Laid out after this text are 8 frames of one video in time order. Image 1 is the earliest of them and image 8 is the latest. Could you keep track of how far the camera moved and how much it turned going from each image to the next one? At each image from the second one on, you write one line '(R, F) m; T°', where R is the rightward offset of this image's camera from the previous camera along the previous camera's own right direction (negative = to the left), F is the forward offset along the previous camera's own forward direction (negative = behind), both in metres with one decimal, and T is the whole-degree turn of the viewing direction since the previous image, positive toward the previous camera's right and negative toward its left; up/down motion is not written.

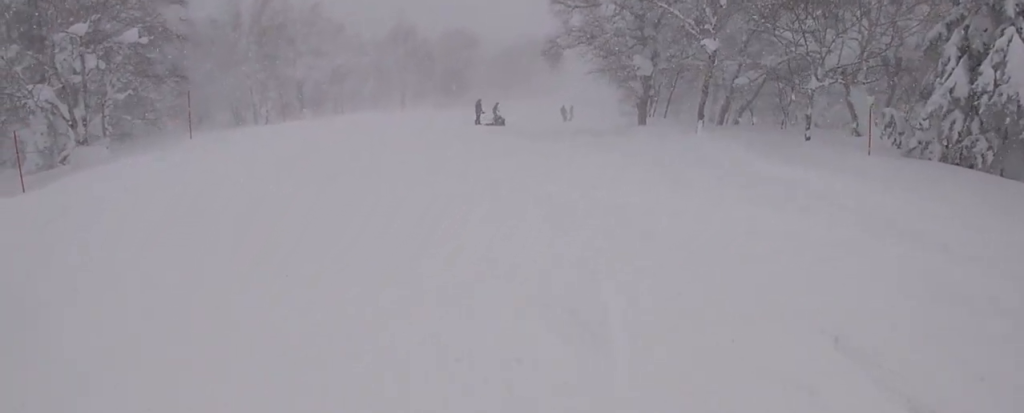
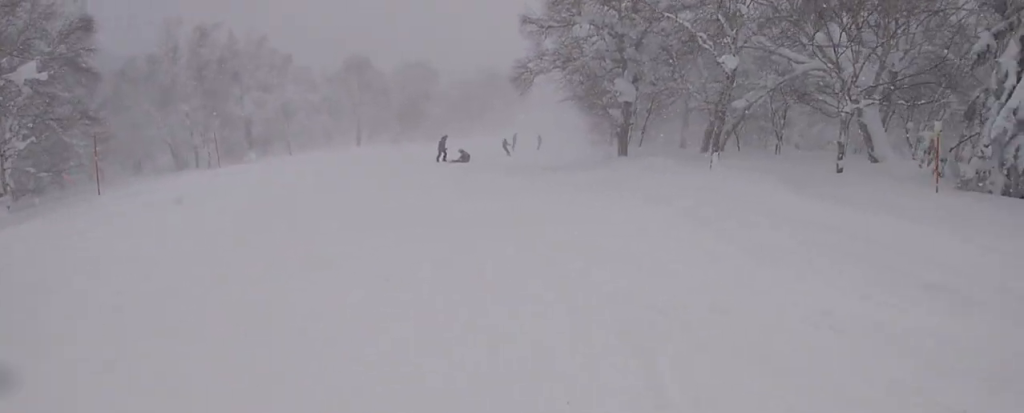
(-0.8, +4.4) m; -6°
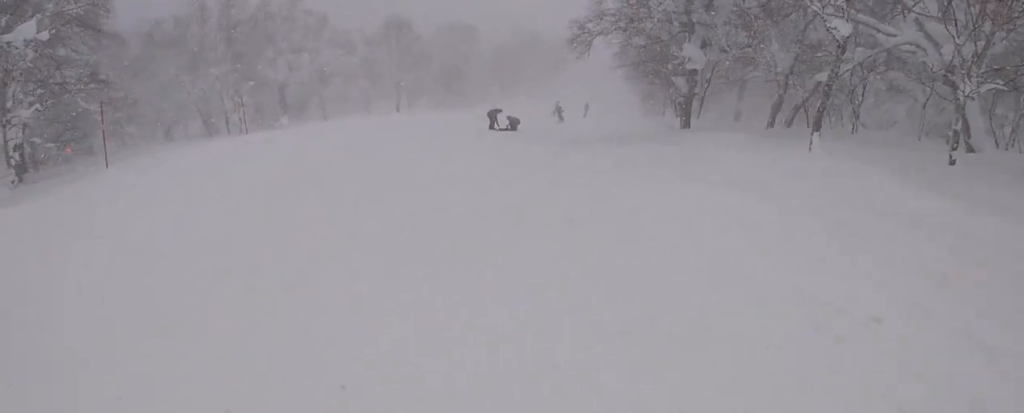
(-0.1, +2.4) m; +5°
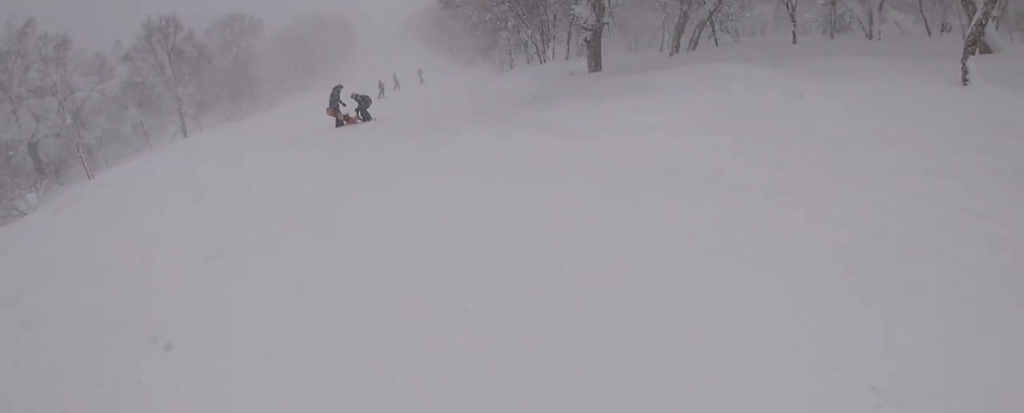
(+2.0, +8.8) m; +20°
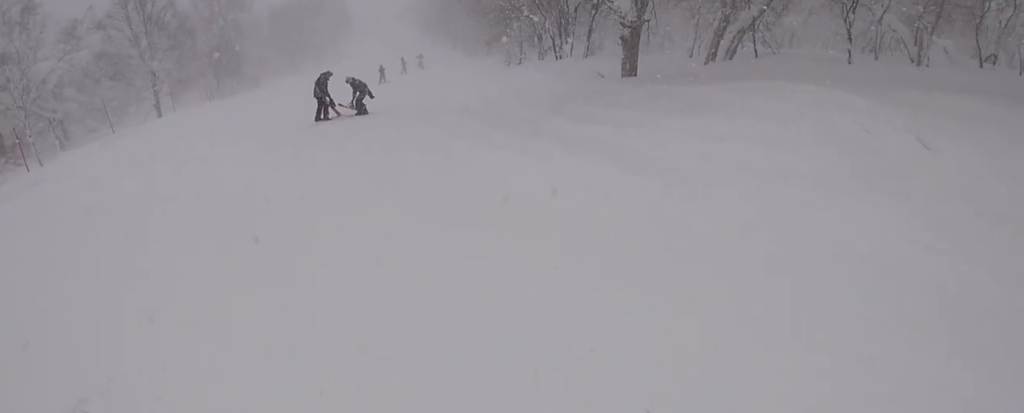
(+0.1, +3.5) m; +5°
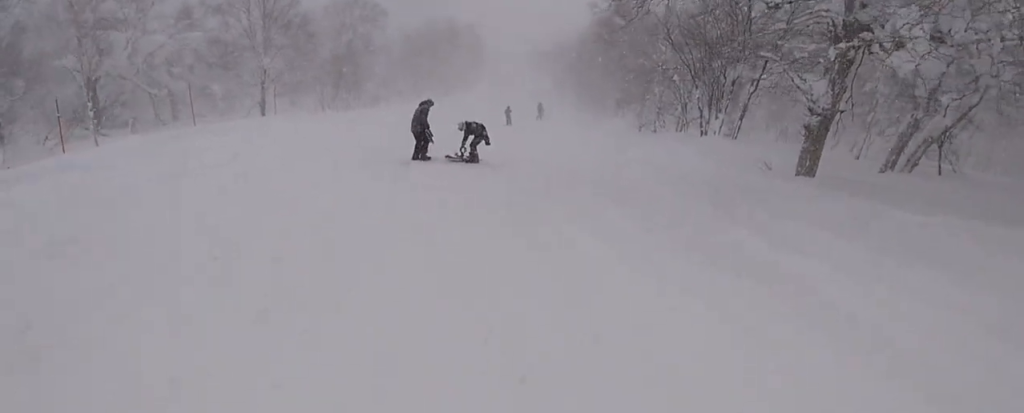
(0.0, +4.2) m; +4°
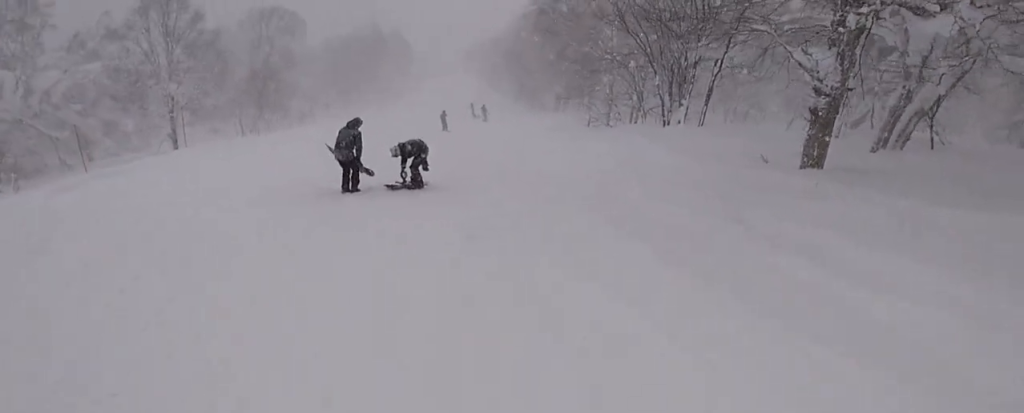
(+0.4, +2.9) m; -4°
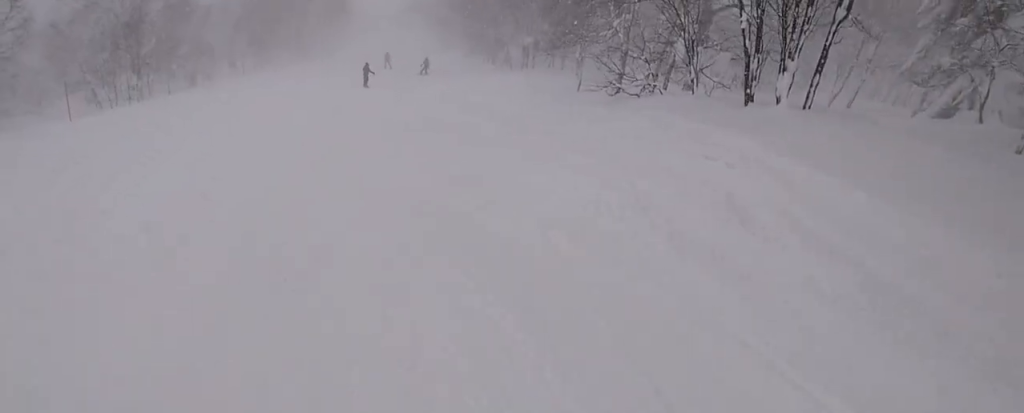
(-1.6, +10.1) m; -11°
